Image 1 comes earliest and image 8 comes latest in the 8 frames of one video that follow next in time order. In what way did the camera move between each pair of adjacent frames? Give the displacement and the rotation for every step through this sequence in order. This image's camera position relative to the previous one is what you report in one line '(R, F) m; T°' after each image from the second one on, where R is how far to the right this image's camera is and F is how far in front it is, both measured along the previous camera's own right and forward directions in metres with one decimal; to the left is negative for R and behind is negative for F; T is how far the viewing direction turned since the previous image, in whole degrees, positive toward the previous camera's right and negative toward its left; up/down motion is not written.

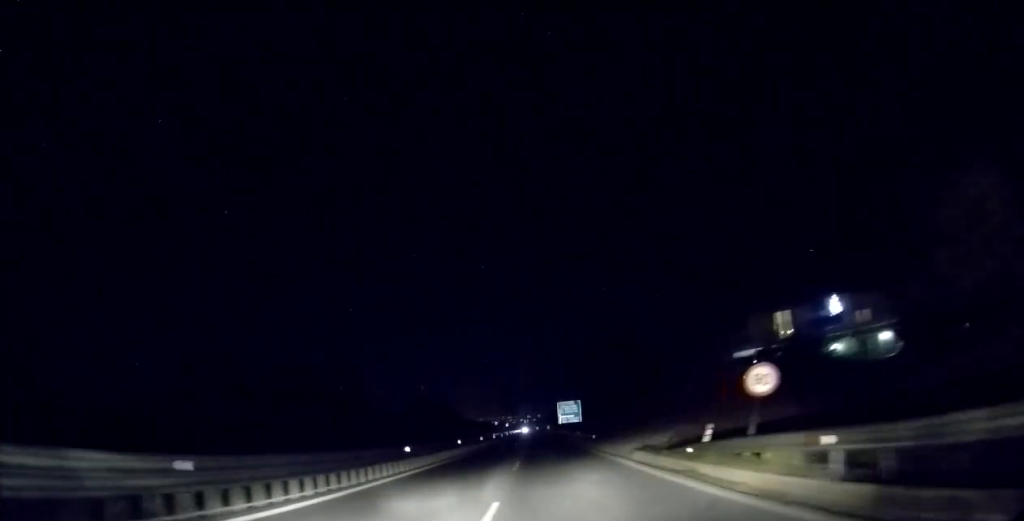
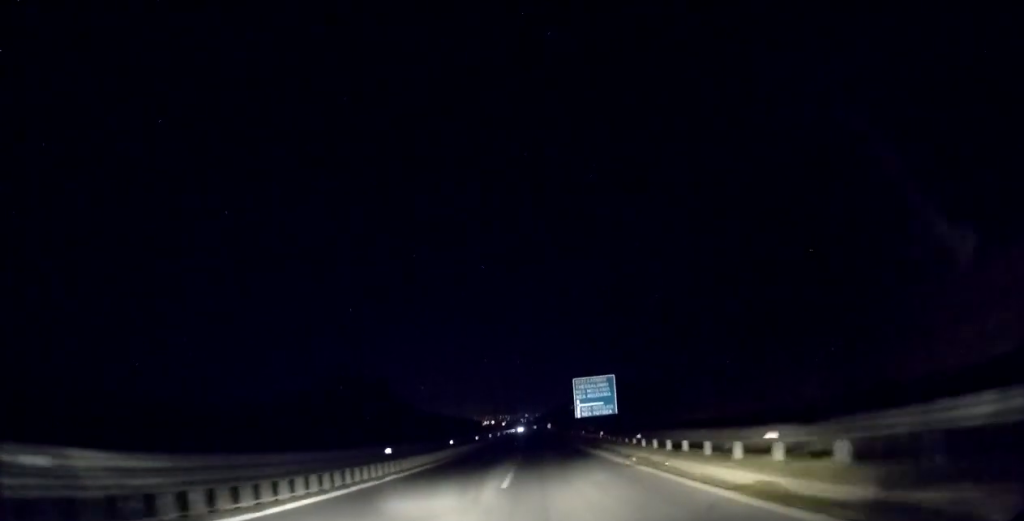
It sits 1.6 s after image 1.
(0.0, +43.4) m; -1°
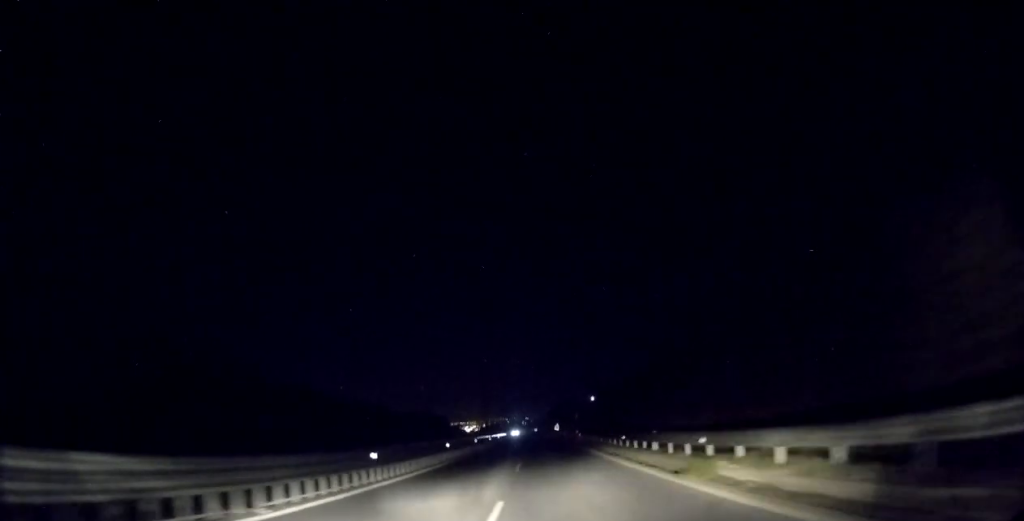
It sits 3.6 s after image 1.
(-0.4, +55.8) m; +1°
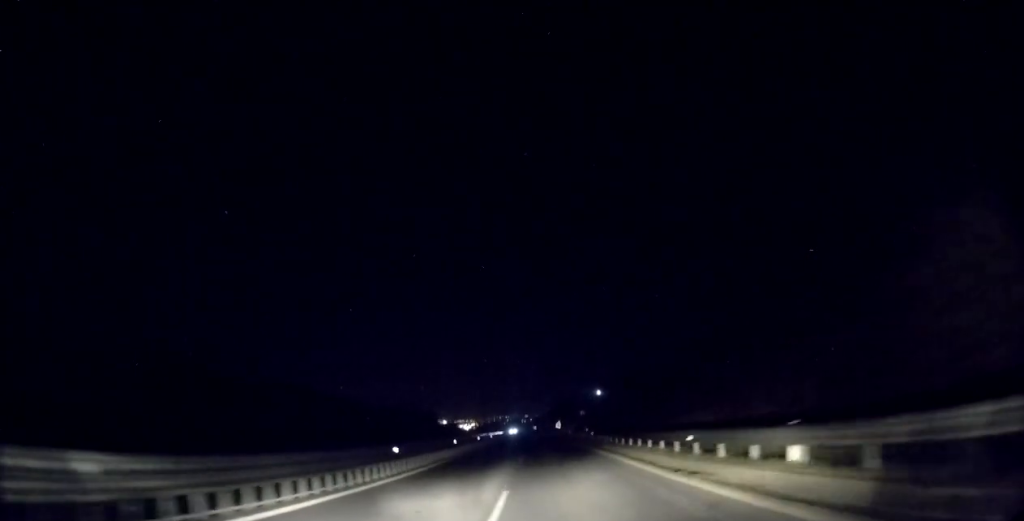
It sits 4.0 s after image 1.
(0.0, +10.9) m; 0°
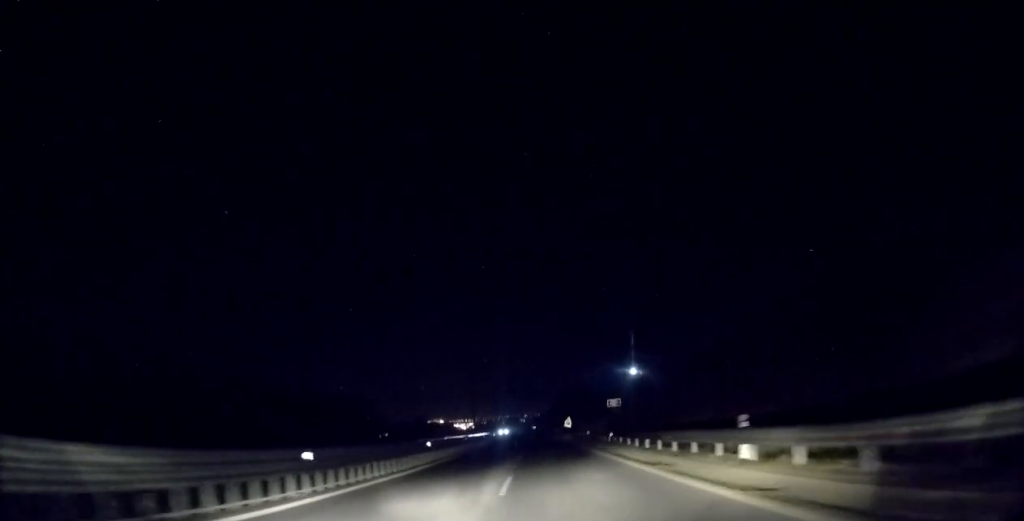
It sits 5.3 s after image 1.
(-0.2, +34.0) m; -1°
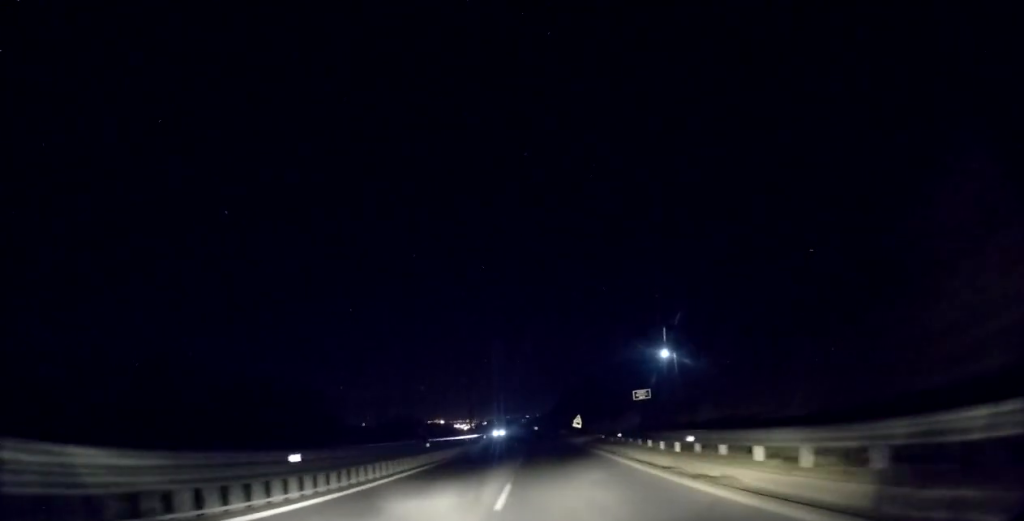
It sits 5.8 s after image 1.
(-0.3, +14.1) m; 0°
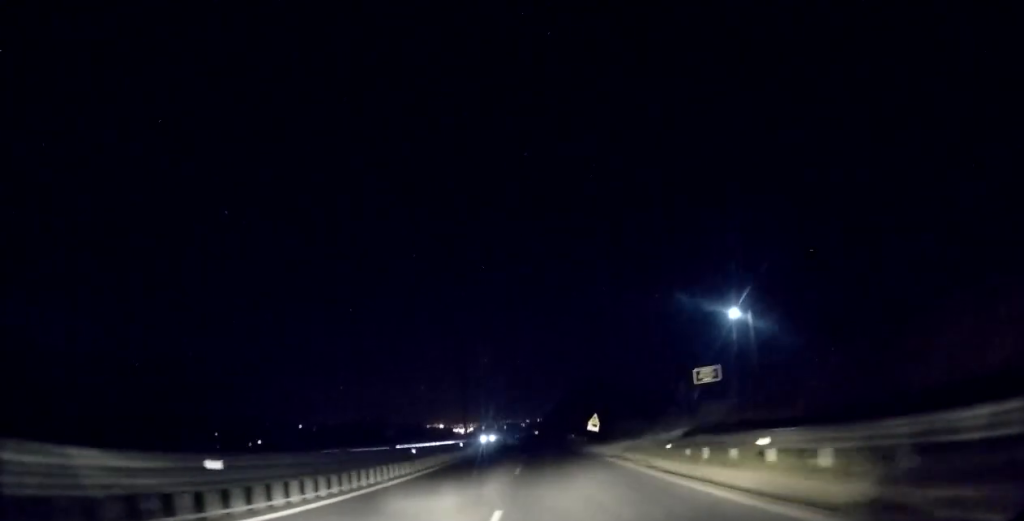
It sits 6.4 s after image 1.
(+0.2, +16.5) m; +1°
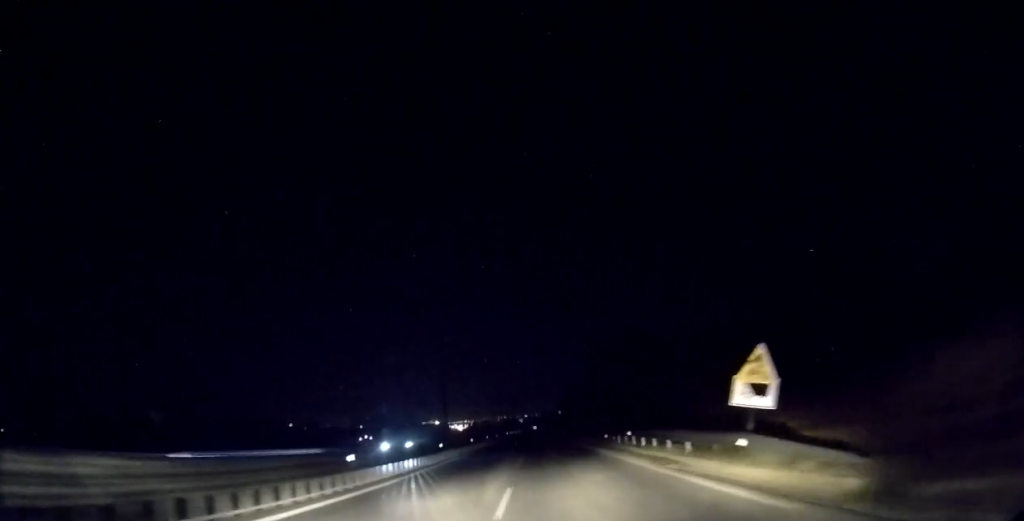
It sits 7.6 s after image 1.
(+0.4, +34.7) m; 0°
